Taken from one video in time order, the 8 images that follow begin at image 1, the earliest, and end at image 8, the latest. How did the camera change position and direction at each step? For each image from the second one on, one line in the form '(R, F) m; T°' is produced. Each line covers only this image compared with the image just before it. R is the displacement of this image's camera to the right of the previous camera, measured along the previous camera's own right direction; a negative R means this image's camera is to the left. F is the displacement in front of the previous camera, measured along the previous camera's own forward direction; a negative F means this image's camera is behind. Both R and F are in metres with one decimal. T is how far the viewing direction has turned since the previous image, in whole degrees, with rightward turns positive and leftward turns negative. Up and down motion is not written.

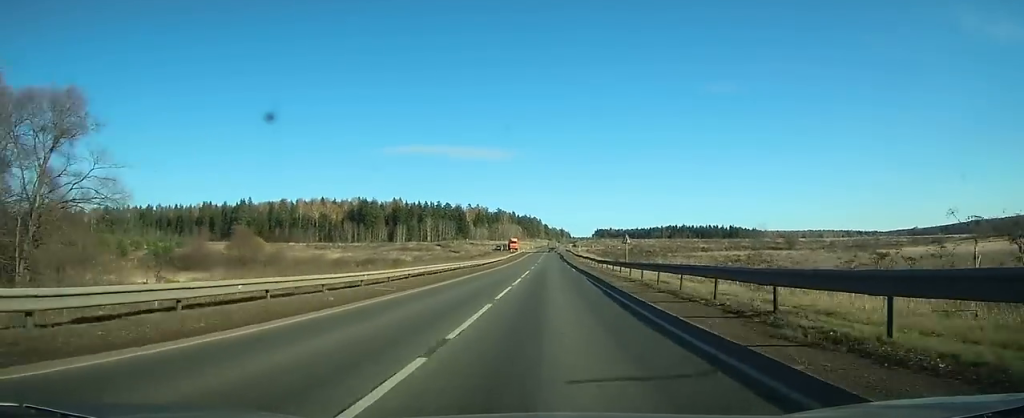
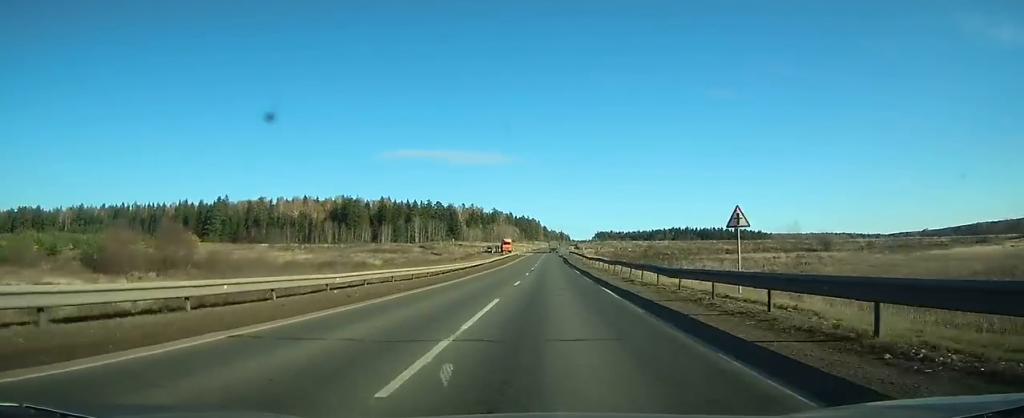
(-0.1, +27.7) m; 0°
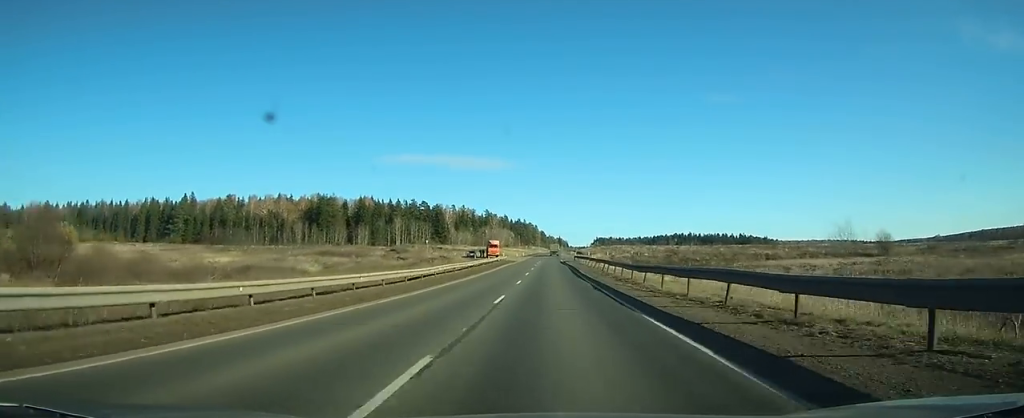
(0.0, +33.2) m; 0°
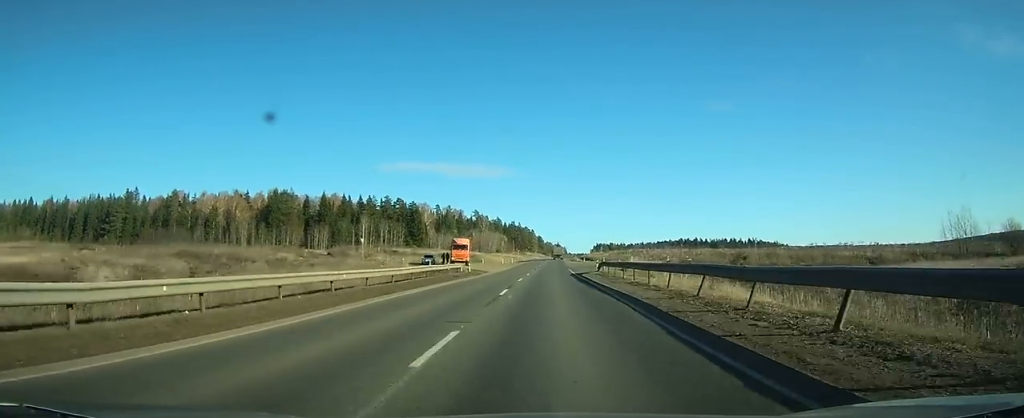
(-0.2, +46.1) m; 0°
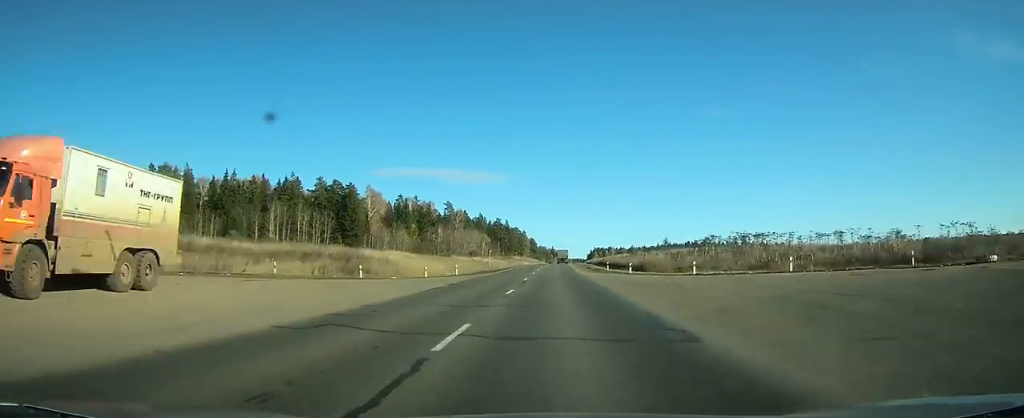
(+0.5, +71.3) m; +1°
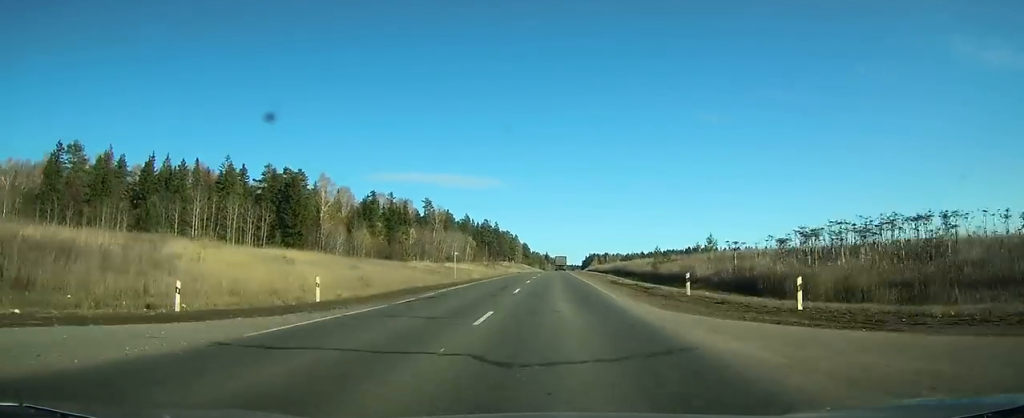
(+0.1, +32.7) m; +1°
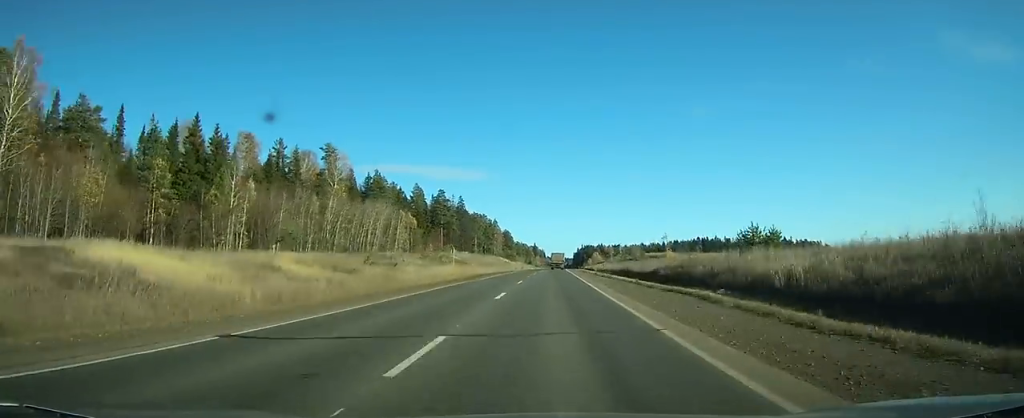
(+1.3, +89.8) m; +1°
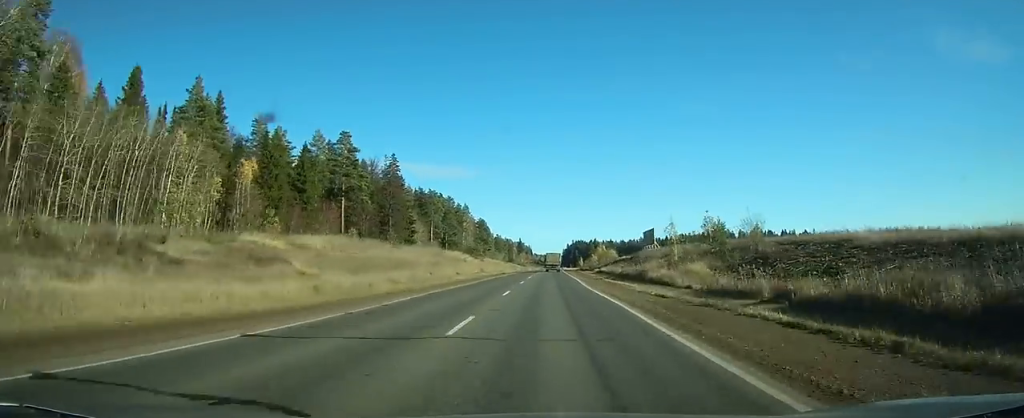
(+0.3, +80.5) m; +1°
